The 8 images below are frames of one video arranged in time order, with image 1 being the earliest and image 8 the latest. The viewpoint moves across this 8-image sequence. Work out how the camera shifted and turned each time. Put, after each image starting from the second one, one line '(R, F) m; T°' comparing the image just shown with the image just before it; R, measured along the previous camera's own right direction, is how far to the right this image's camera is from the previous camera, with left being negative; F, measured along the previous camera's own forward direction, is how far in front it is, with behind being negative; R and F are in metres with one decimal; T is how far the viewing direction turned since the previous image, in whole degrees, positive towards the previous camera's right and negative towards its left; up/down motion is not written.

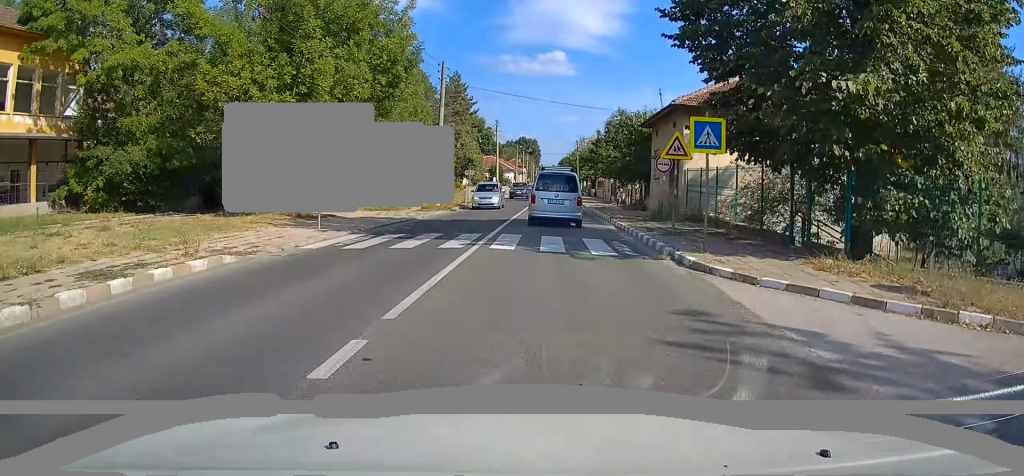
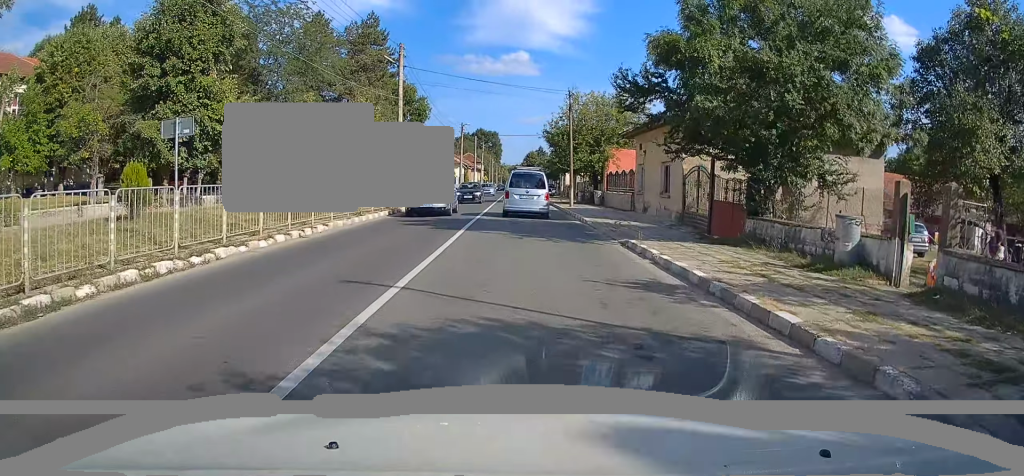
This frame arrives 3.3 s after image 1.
(+0.5, +39.3) m; +1°
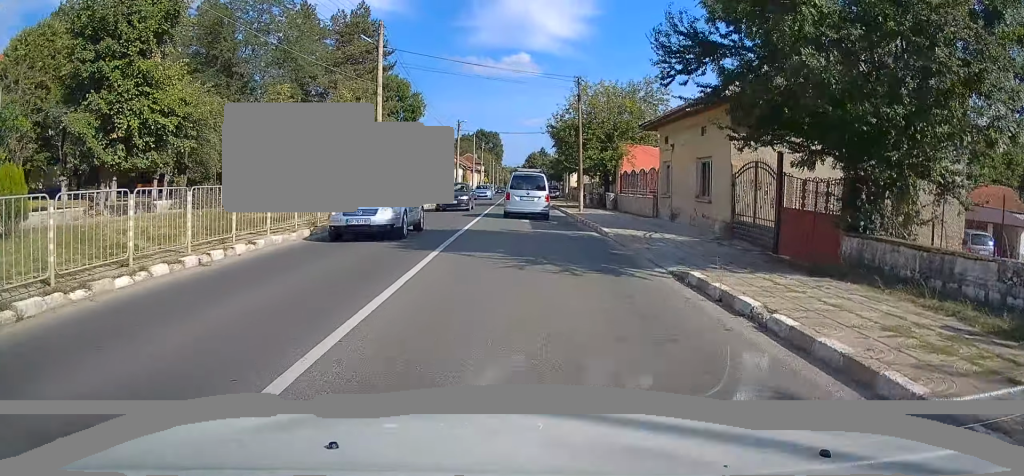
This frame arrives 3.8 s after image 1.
(0.0, +5.2) m; +1°
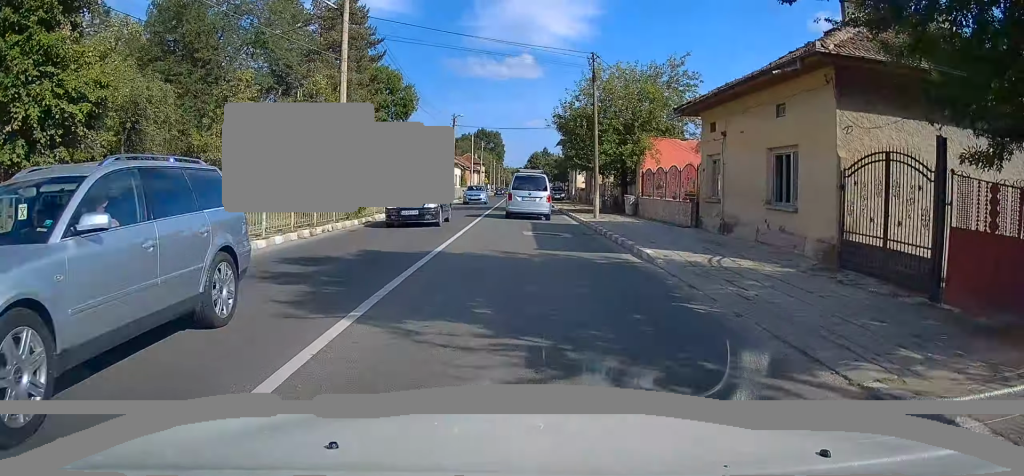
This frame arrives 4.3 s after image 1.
(+0.2, +6.1) m; +1°
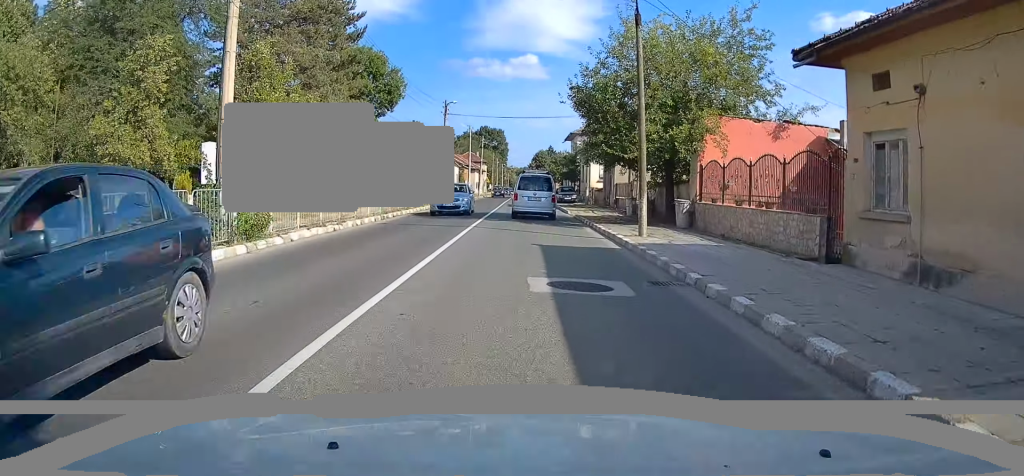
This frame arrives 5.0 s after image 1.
(0.0, +9.3) m; 0°
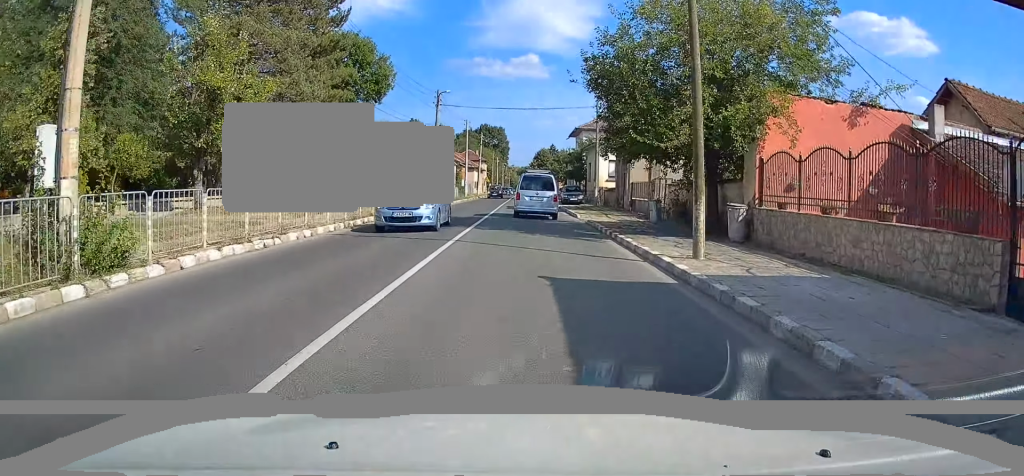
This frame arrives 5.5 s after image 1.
(0.0, +5.3) m; 0°
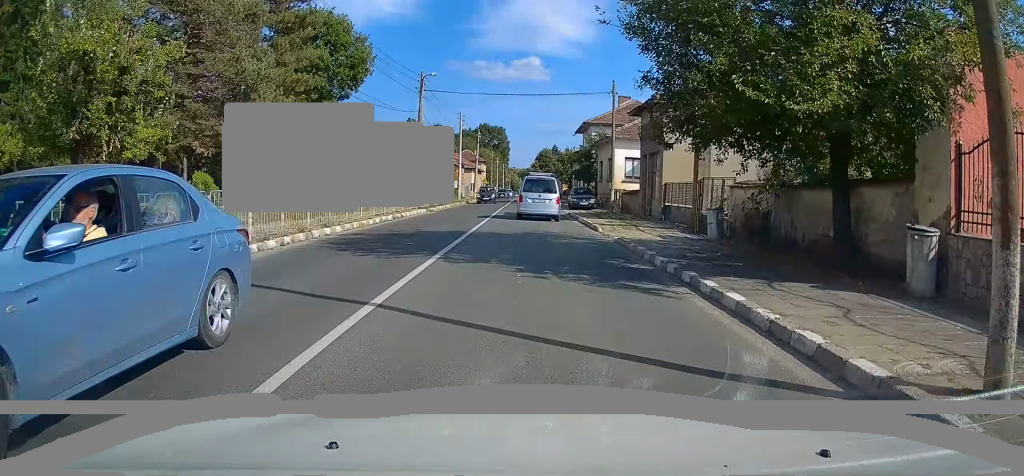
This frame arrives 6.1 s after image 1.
(0.0, +7.7) m; 0°
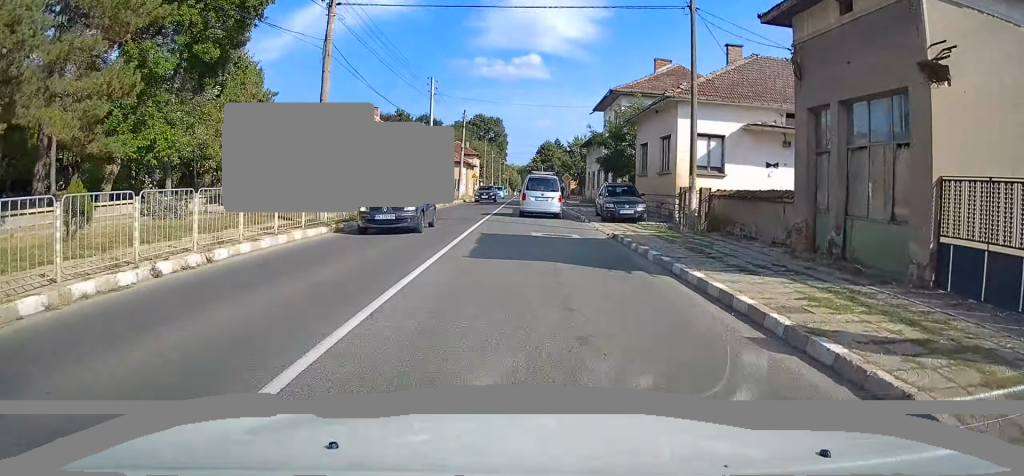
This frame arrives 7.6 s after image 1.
(-0.1, +17.8) m; -2°
